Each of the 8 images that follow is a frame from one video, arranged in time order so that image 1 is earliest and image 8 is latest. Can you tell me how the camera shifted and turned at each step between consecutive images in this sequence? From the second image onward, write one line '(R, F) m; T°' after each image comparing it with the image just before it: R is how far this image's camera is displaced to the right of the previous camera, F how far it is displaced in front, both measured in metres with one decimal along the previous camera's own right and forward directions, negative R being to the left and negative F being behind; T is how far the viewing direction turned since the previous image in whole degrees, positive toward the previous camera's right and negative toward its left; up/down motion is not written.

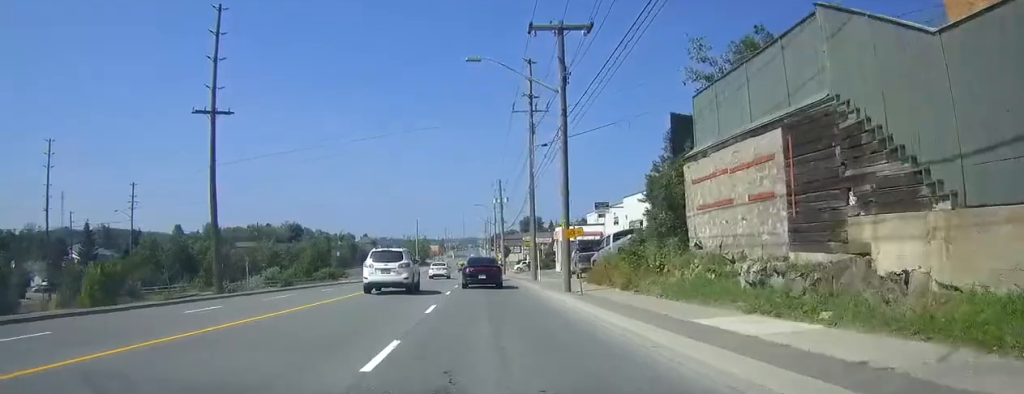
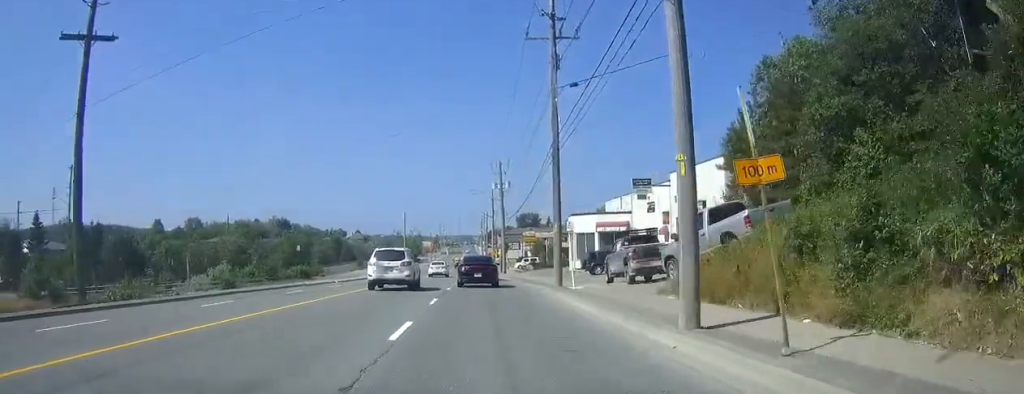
(-0.1, +15.3) m; 0°
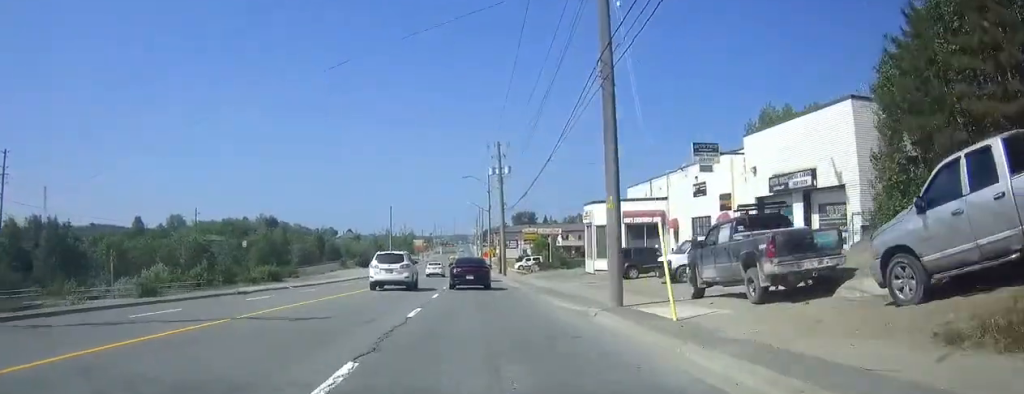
(0.0, +13.3) m; 0°
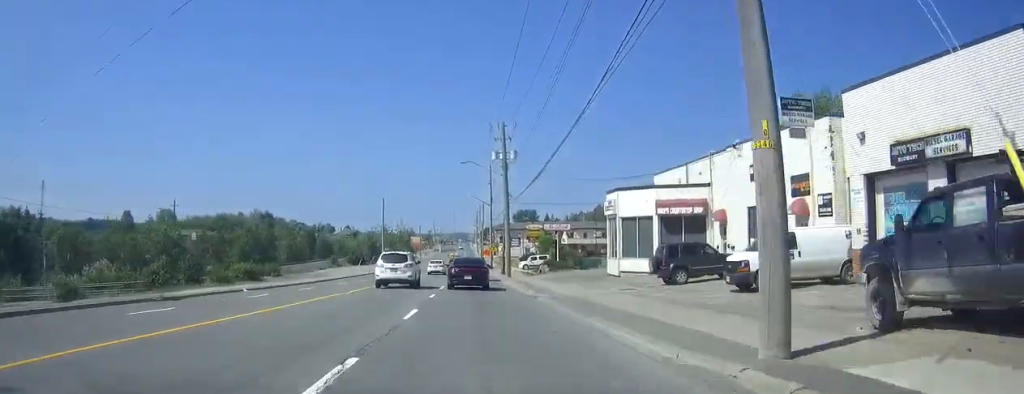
(0.0, +9.2) m; 0°
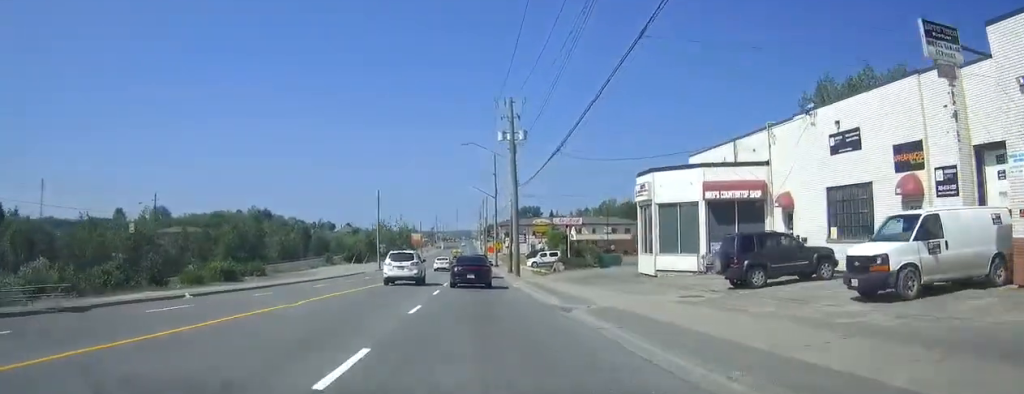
(0.0, +8.1) m; 0°
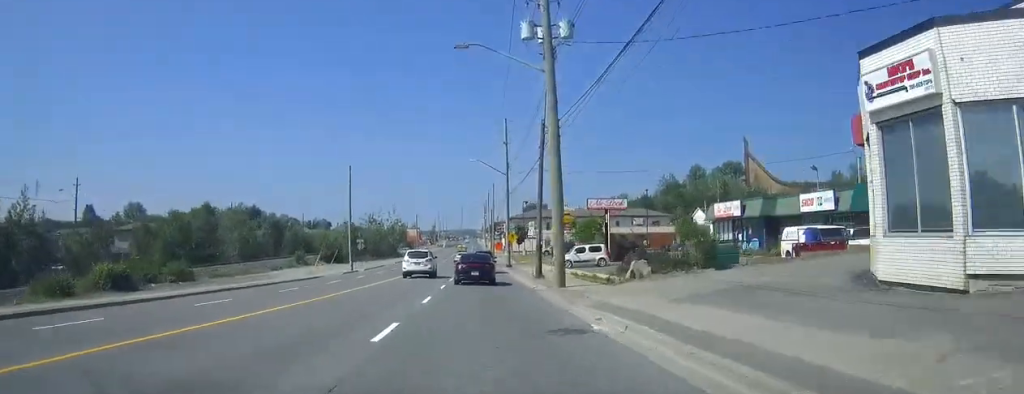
(-0.1, +23.7) m; -1°
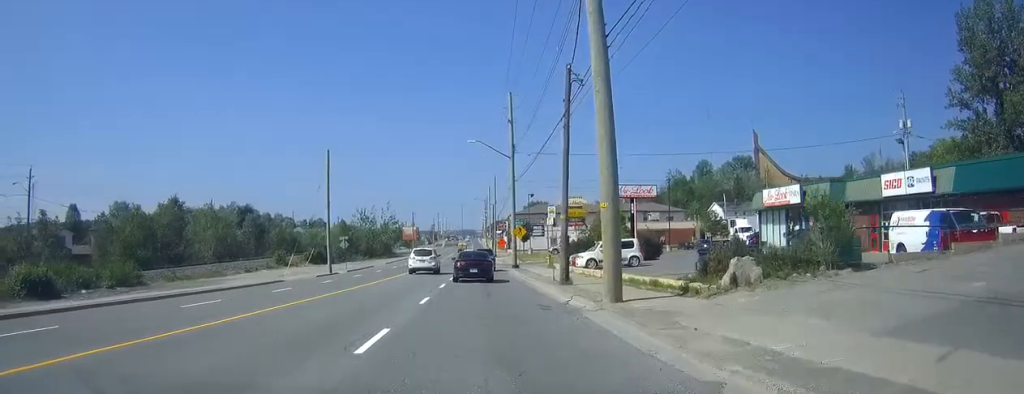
(0.0, +10.5) m; 0°
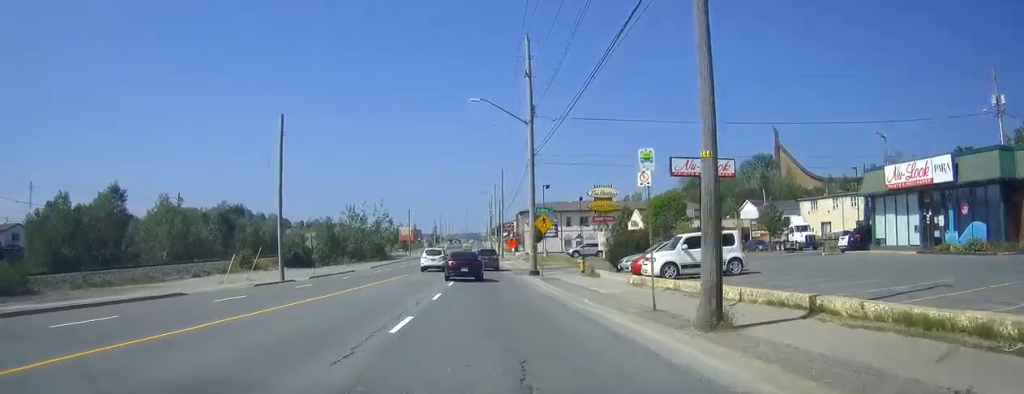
(0.0, +15.9) m; 0°
